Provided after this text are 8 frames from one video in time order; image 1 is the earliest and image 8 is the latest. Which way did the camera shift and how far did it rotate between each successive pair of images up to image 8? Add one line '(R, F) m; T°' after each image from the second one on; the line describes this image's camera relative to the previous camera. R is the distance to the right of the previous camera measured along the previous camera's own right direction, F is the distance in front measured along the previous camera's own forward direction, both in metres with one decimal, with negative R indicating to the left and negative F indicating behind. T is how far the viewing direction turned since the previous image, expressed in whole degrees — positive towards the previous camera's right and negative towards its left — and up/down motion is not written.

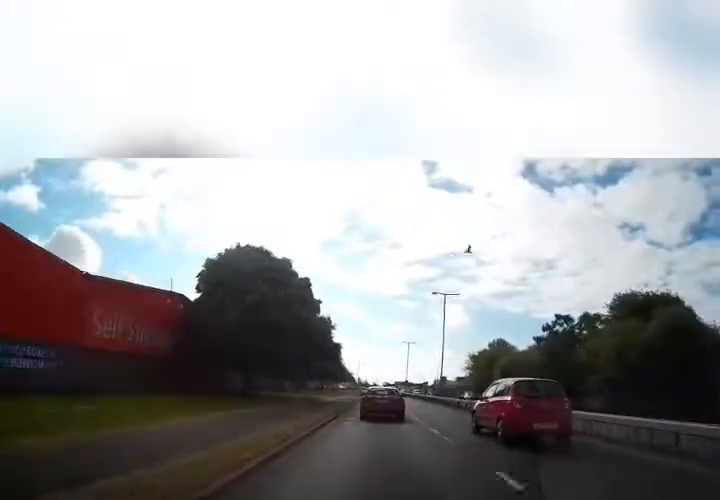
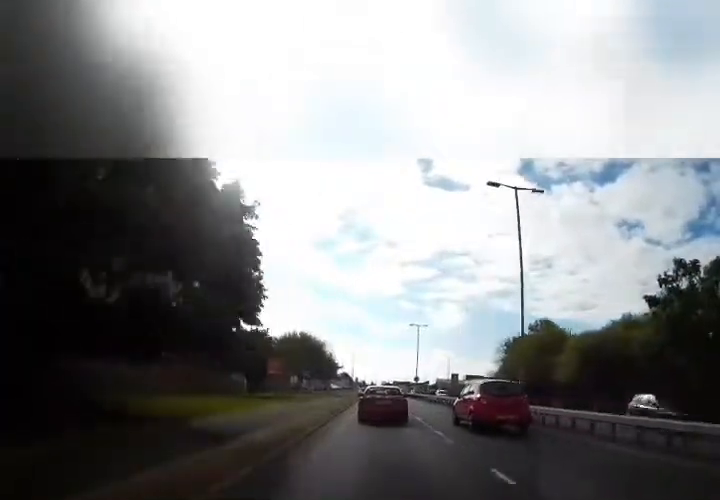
(+0.5, +22.5) m; +1°
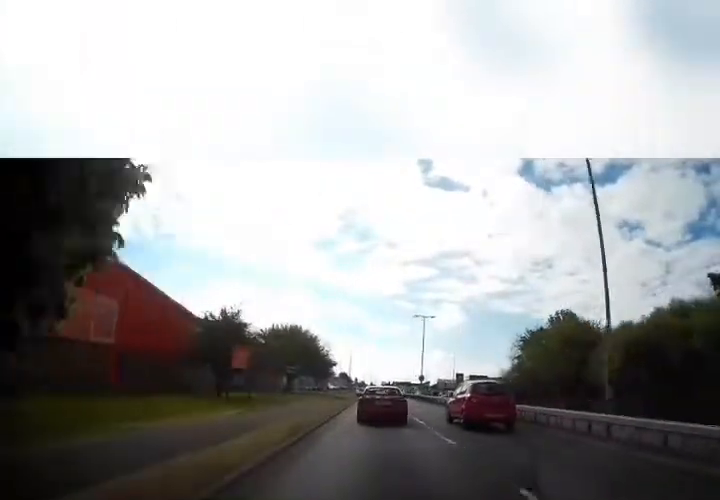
(-0.1, +7.1) m; 0°
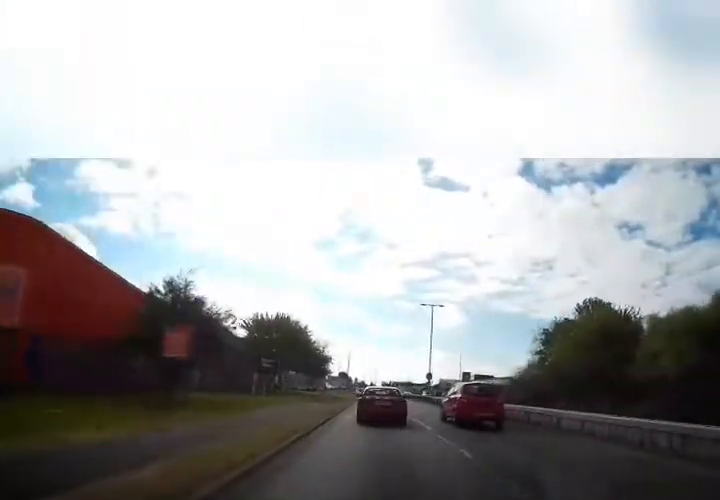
(-0.1, +7.6) m; 0°
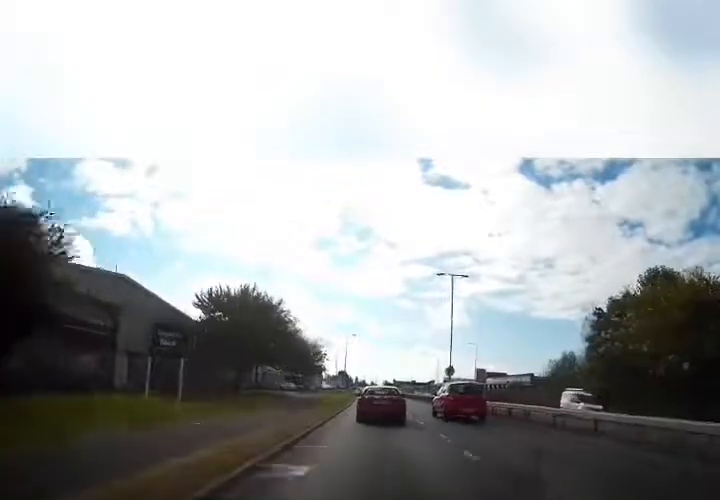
(+0.1, +12.6) m; -1°
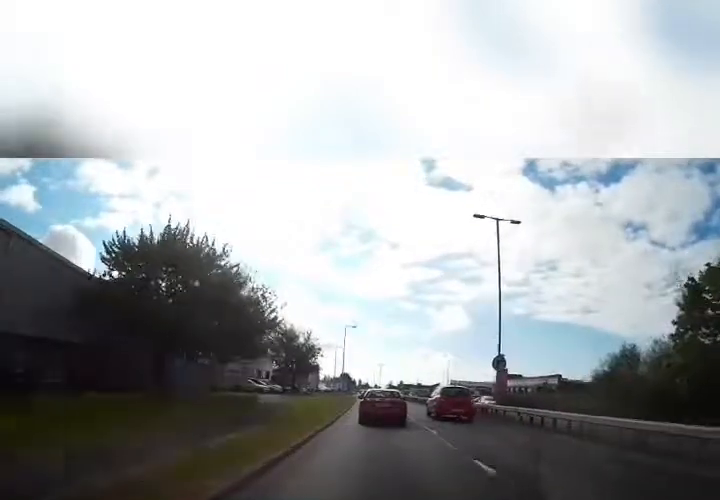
(-0.3, +12.9) m; -1°
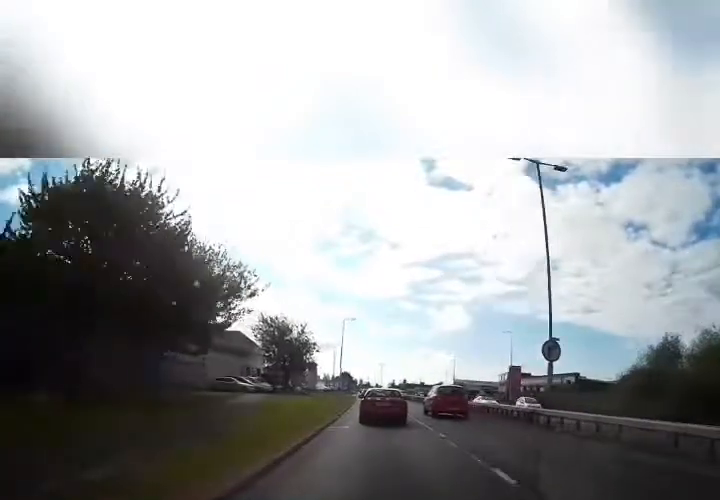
(0.0, +6.4) m; 0°
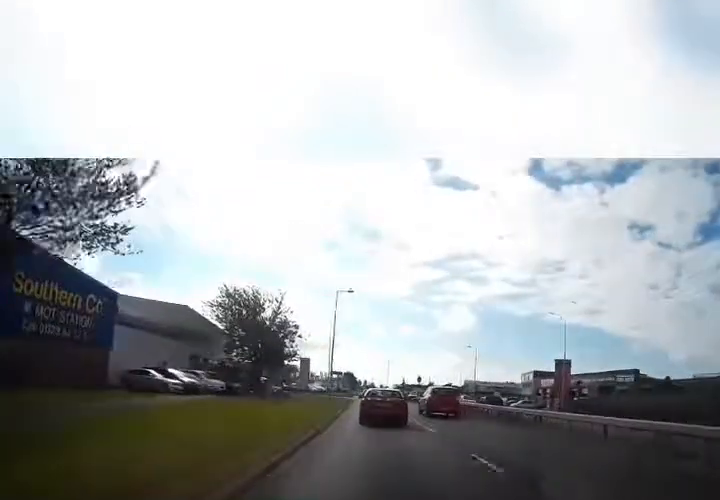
(0.0, +16.0) m; 0°
